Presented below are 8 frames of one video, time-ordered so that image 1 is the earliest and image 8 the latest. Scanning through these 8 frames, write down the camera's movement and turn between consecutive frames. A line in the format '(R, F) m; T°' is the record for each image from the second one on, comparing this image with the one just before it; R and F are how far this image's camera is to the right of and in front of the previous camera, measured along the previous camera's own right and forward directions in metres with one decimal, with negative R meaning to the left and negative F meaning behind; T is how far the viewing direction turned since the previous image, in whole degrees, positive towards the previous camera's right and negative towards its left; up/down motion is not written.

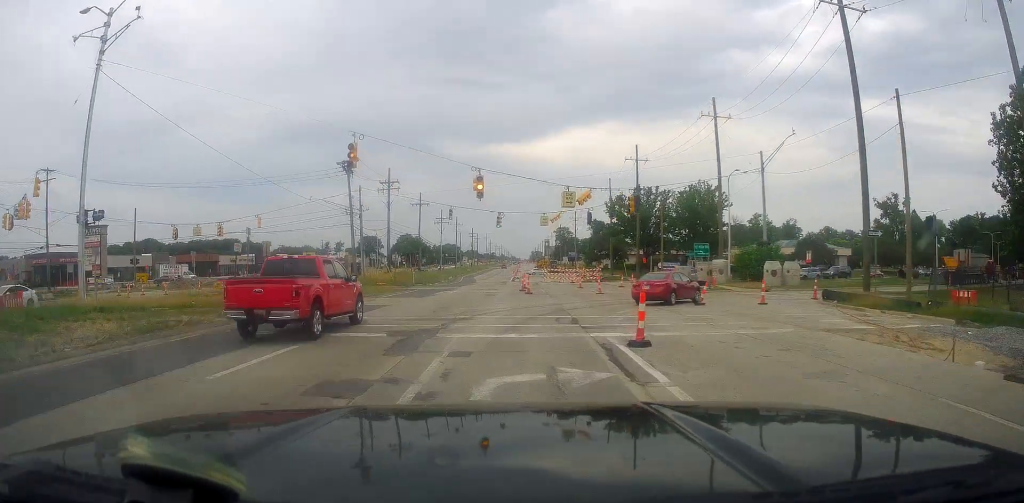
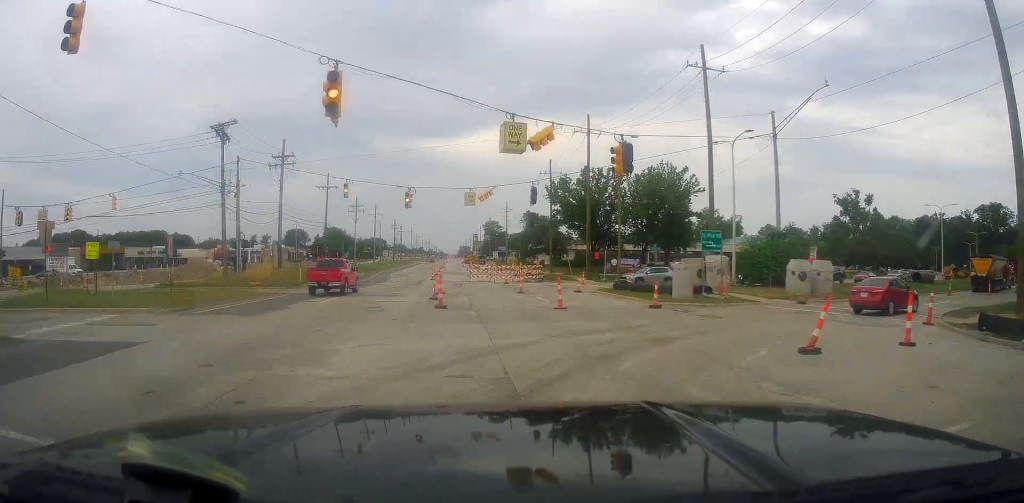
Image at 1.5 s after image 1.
(+0.7, +15.6) m; +8°
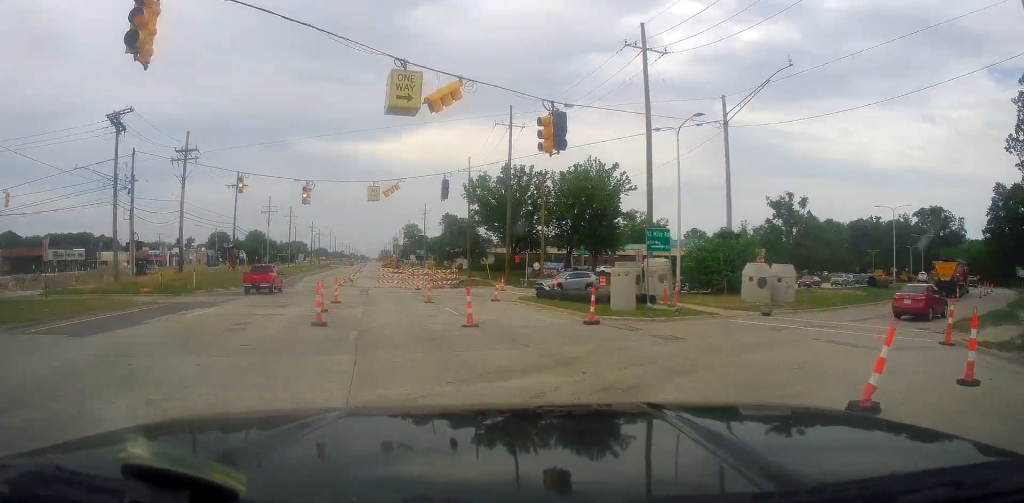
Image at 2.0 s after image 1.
(-0.1, +5.3) m; +7°
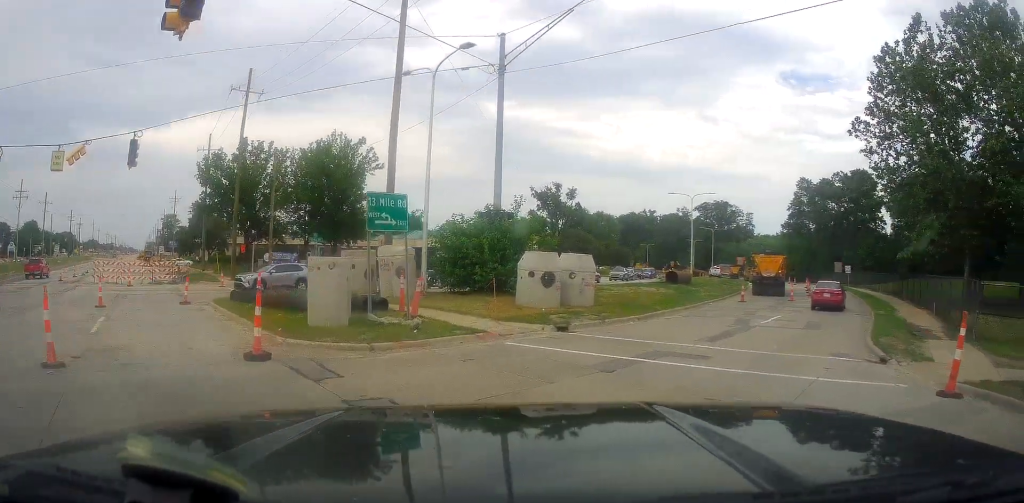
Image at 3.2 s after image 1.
(+1.6, +9.2) m; +17°
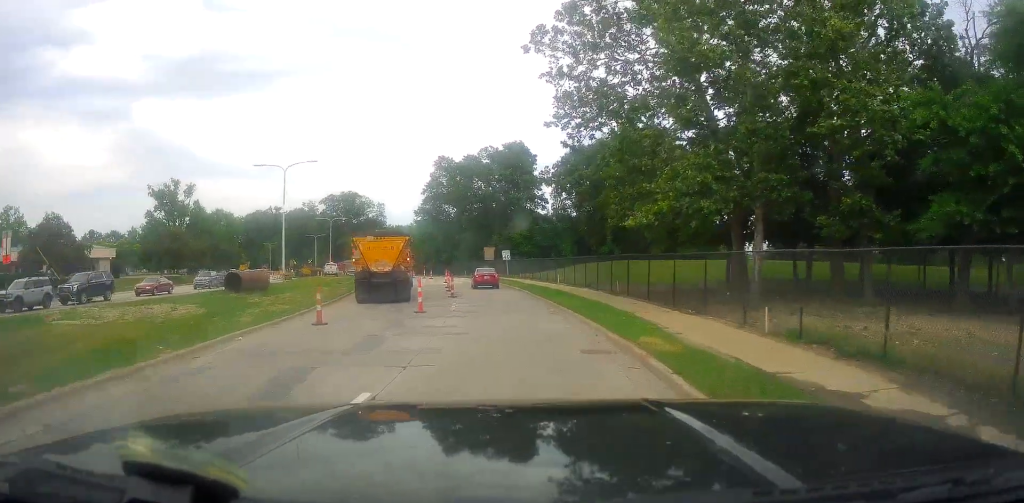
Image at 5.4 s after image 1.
(+5.8, +15.2) m; +40°
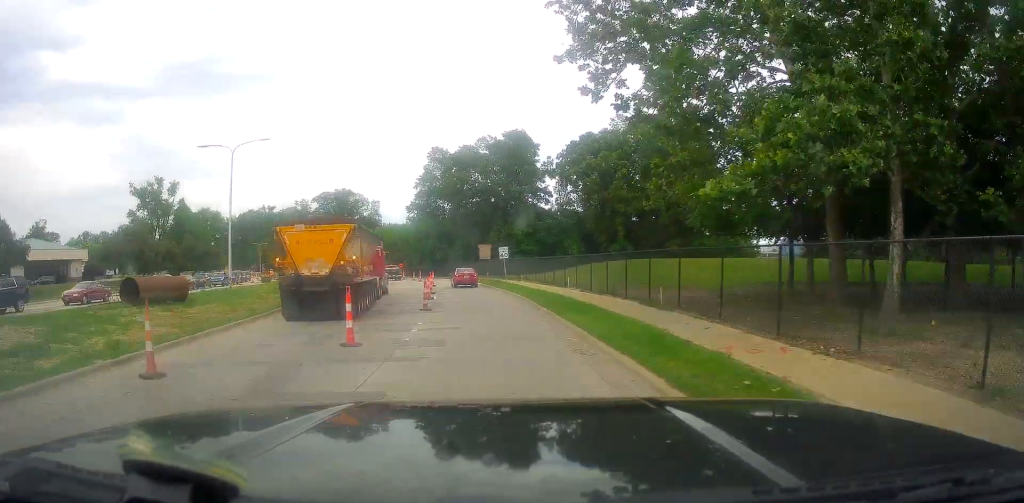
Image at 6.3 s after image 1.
(+0.9, +8.2) m; +6°
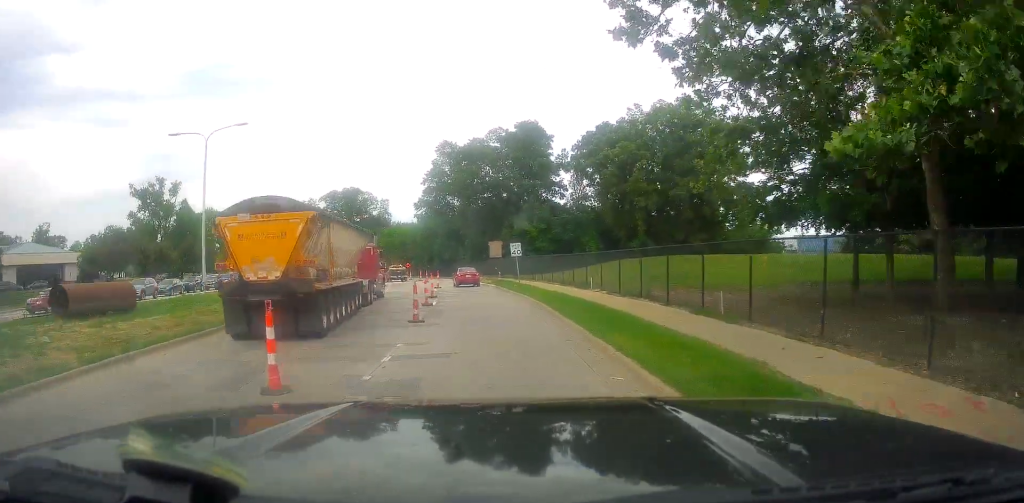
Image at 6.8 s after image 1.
(0.0, +4.6) m; -1°
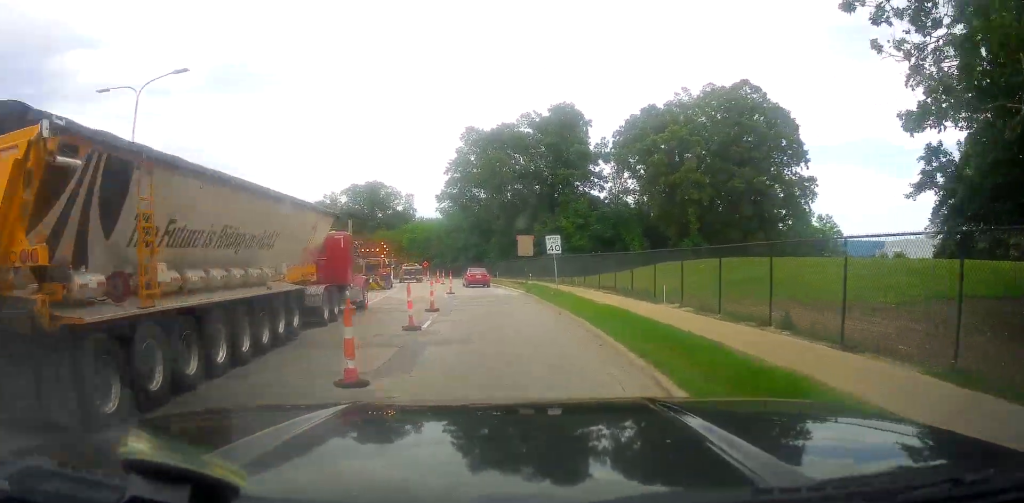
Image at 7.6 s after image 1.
(-0.2, +9.1) m; -3°
